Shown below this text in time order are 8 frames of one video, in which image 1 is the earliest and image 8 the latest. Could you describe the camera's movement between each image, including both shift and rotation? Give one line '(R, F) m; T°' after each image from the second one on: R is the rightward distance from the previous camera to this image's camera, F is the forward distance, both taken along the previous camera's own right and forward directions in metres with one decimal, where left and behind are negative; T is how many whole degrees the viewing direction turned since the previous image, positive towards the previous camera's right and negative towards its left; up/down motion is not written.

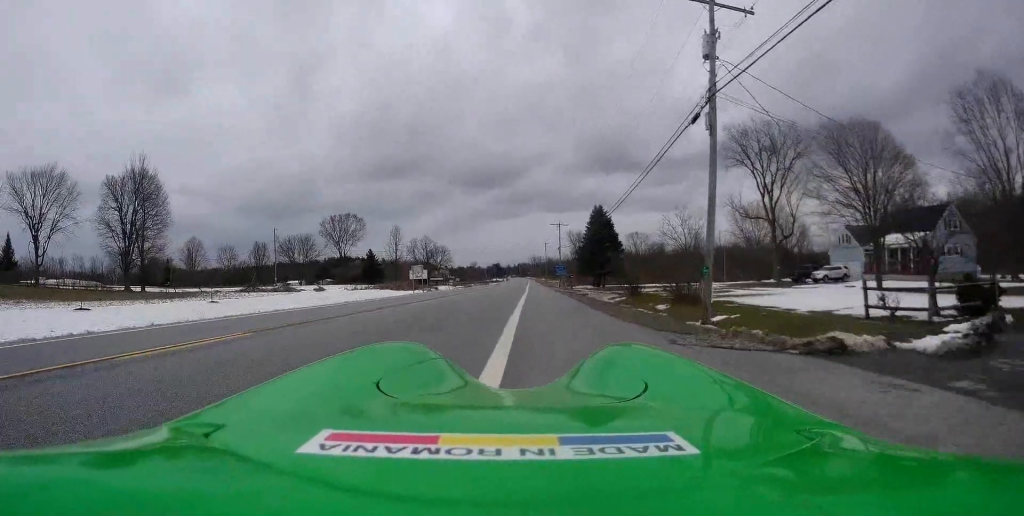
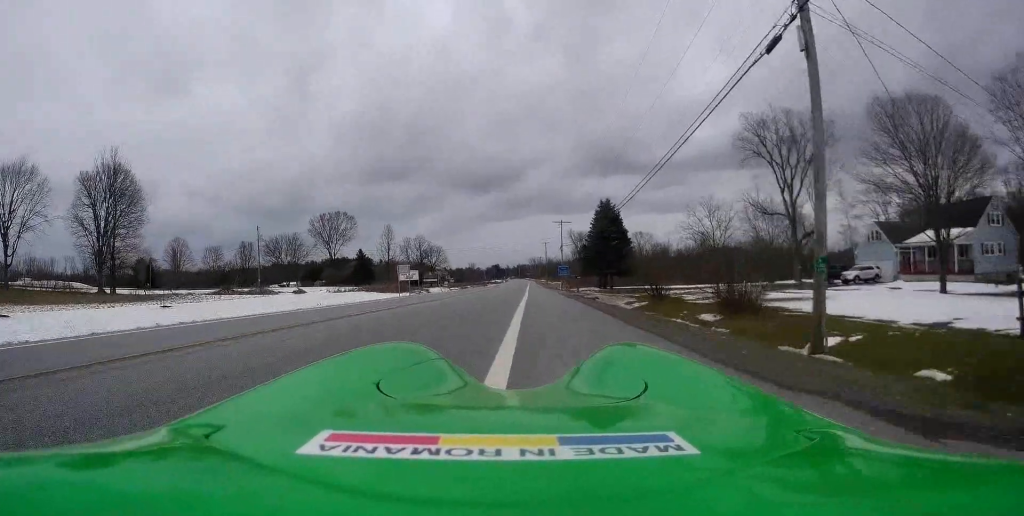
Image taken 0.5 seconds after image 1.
(0.0, +6.5) m; +1°
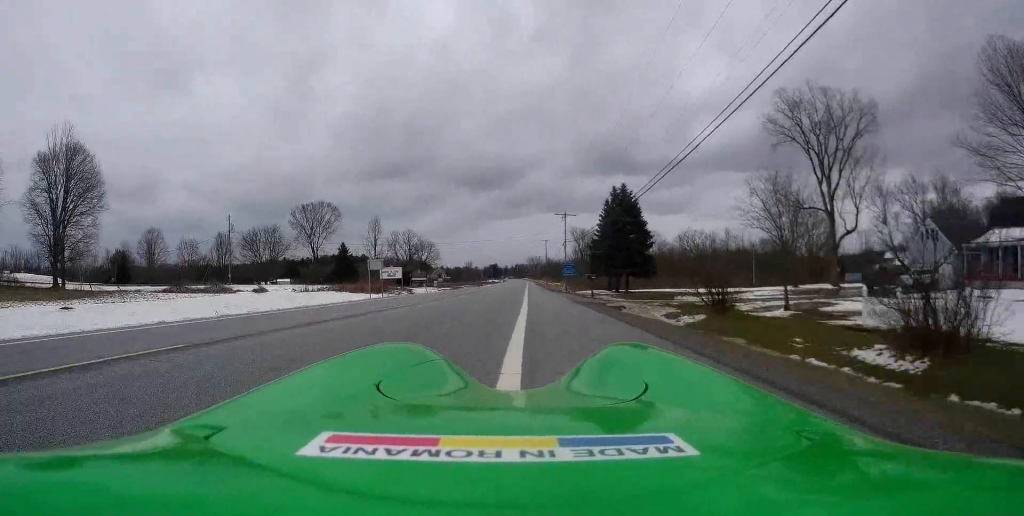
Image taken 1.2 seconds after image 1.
(+0.1, +10.1) m; 0°
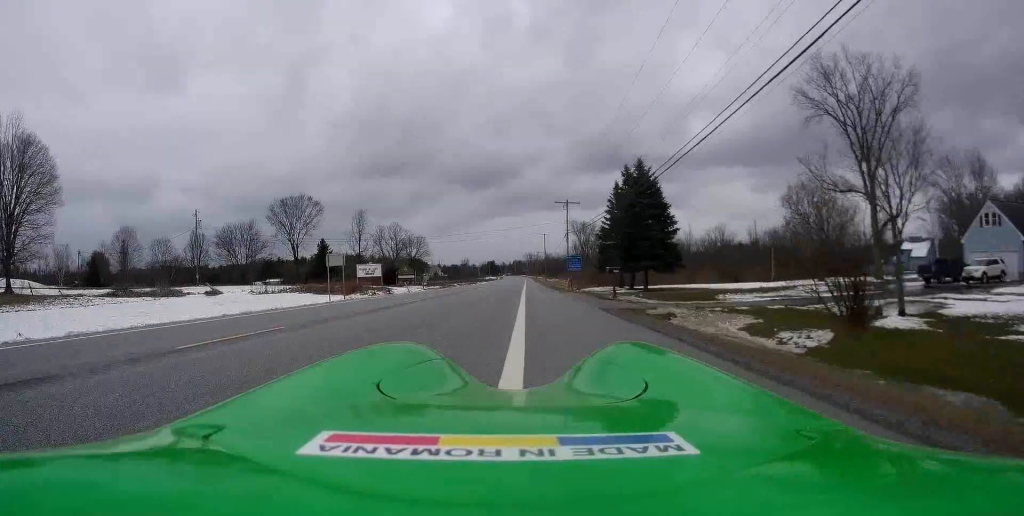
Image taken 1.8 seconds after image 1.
(+0.3, +8.9) m; -1°
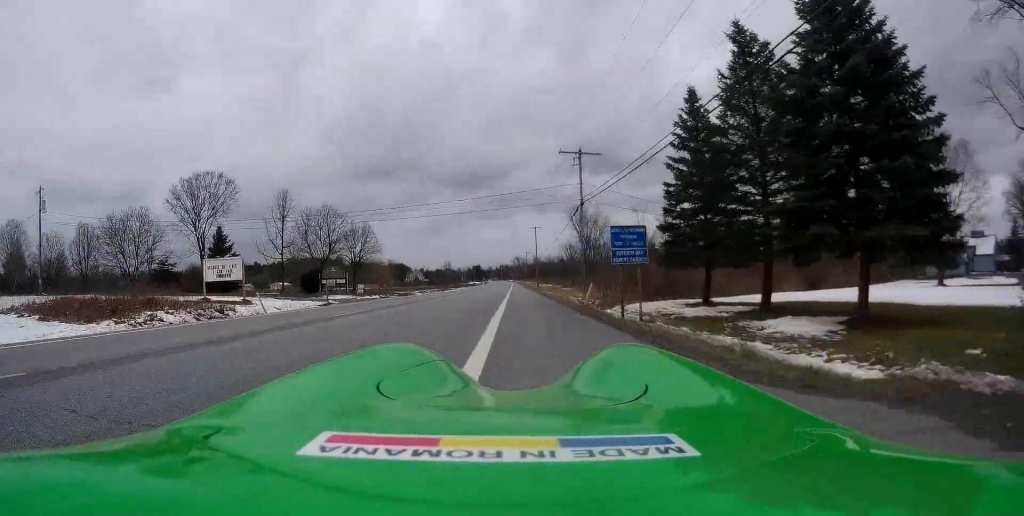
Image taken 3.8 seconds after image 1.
(0.0, +29.4) m; +2°
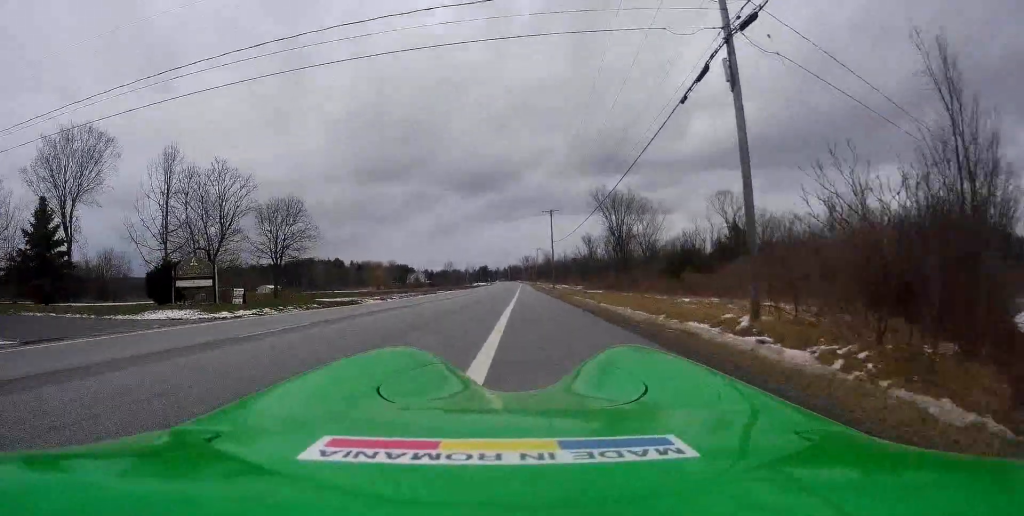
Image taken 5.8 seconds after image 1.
(-0.7, +28.6) m; -2°
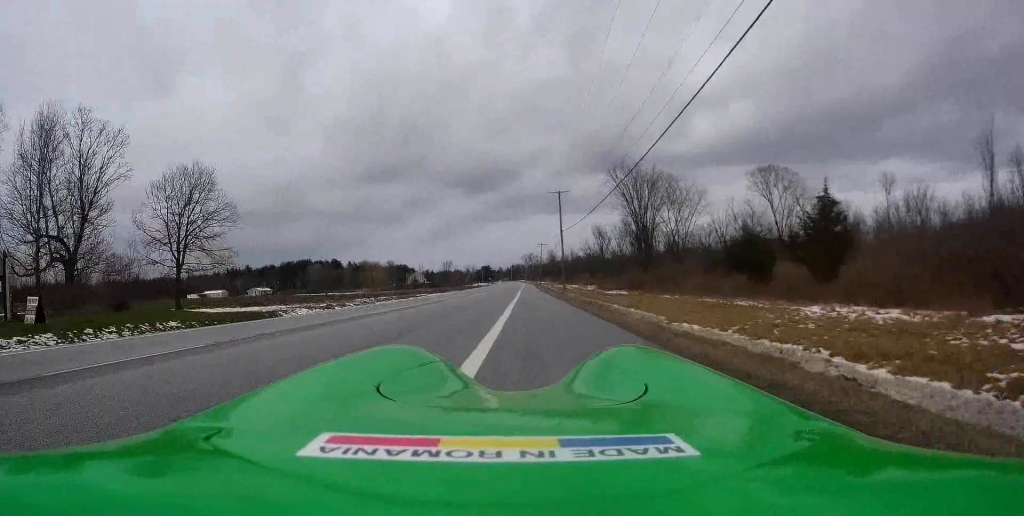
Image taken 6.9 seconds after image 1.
(+0.2, +16.6) m; 0°
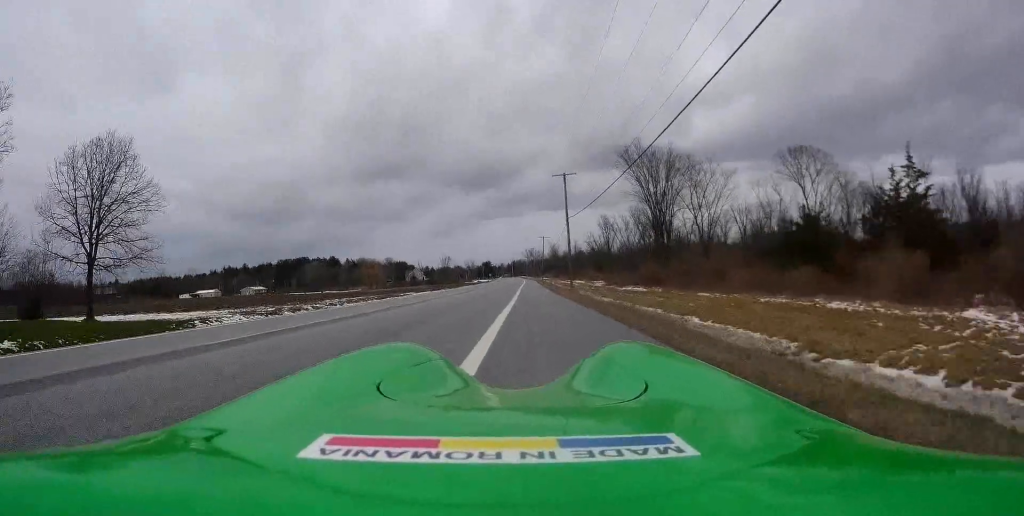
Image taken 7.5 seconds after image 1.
(-0.1, +8.6) m; -1°
